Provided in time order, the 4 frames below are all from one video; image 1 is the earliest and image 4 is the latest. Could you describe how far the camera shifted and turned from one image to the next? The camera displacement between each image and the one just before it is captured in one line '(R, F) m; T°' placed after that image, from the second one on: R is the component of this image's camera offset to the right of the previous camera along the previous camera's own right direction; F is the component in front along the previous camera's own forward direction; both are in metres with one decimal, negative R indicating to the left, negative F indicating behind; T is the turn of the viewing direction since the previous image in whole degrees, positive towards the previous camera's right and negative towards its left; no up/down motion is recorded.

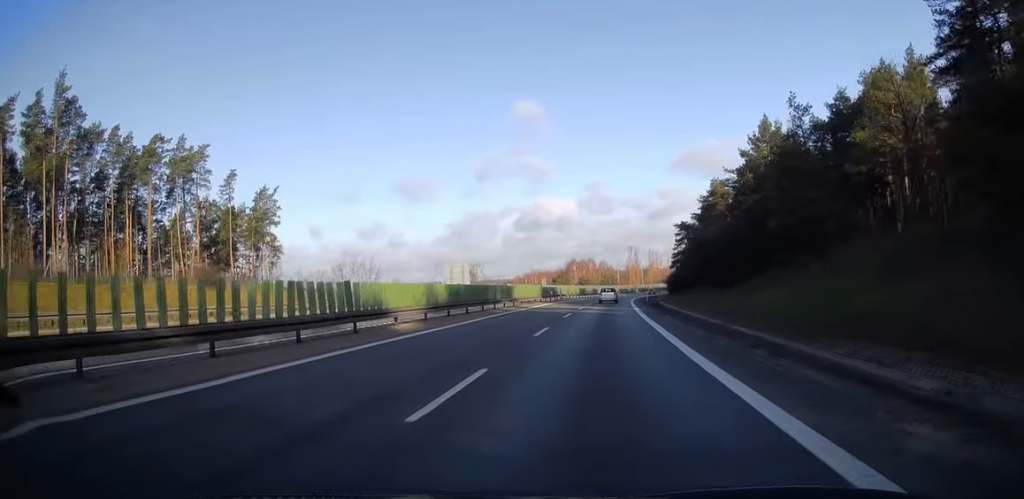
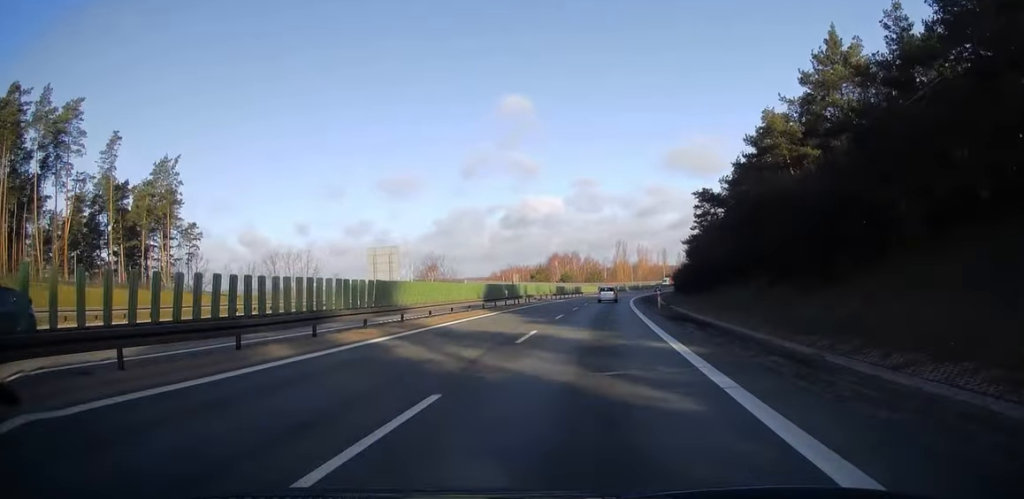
(+0.3, +26.7) m; +1°
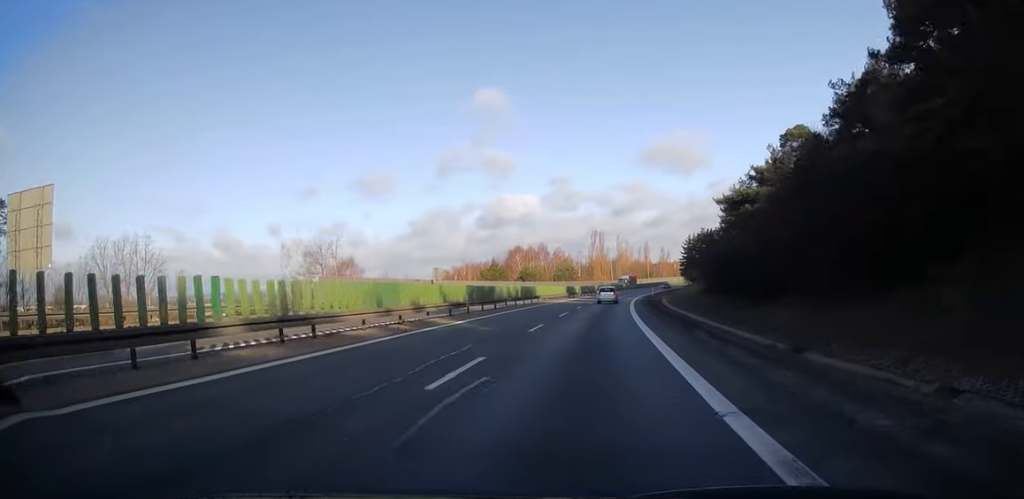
(+0.7, +42.9) m; +1°
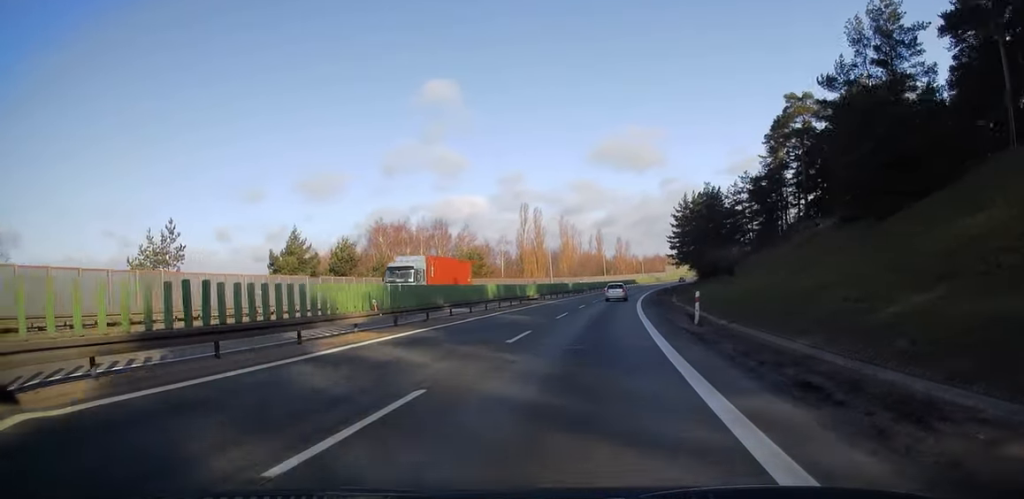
(+3.3, +76.2) m; +5°
